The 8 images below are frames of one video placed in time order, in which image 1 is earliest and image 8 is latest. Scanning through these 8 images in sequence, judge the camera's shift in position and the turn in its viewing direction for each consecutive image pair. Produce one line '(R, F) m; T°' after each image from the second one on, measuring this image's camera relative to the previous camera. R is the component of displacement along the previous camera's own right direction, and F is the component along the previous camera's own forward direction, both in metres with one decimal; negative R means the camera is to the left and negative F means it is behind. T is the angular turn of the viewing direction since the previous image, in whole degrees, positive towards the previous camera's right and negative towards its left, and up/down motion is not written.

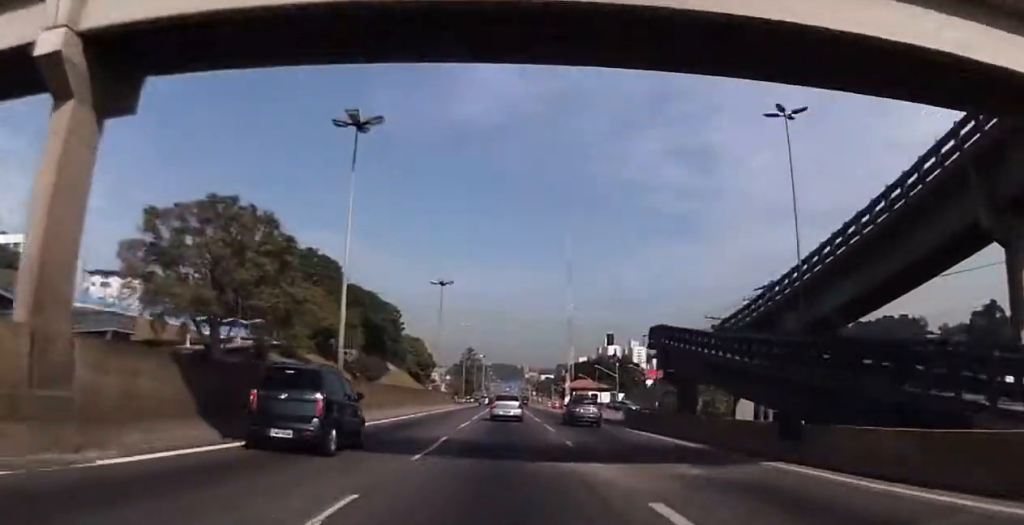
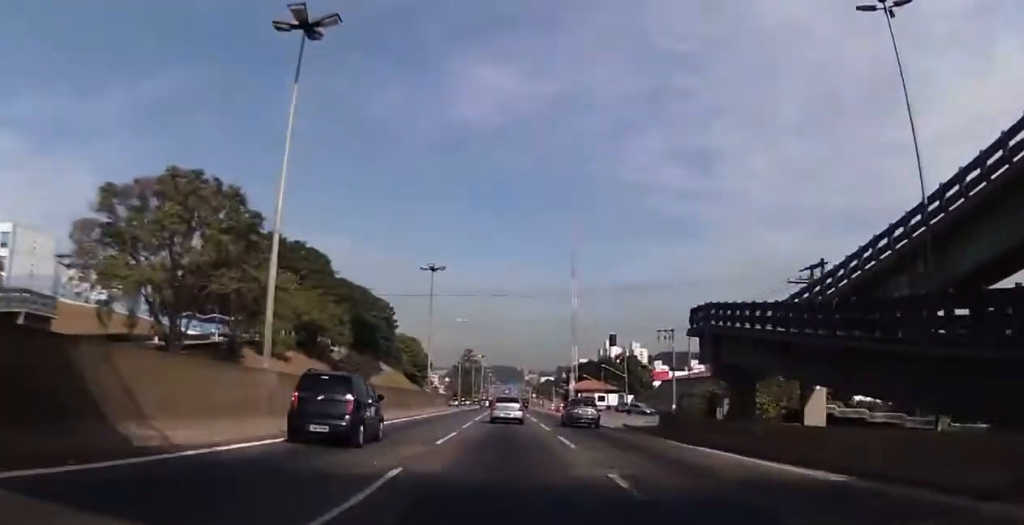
(0.0, +8.6) m; 0°
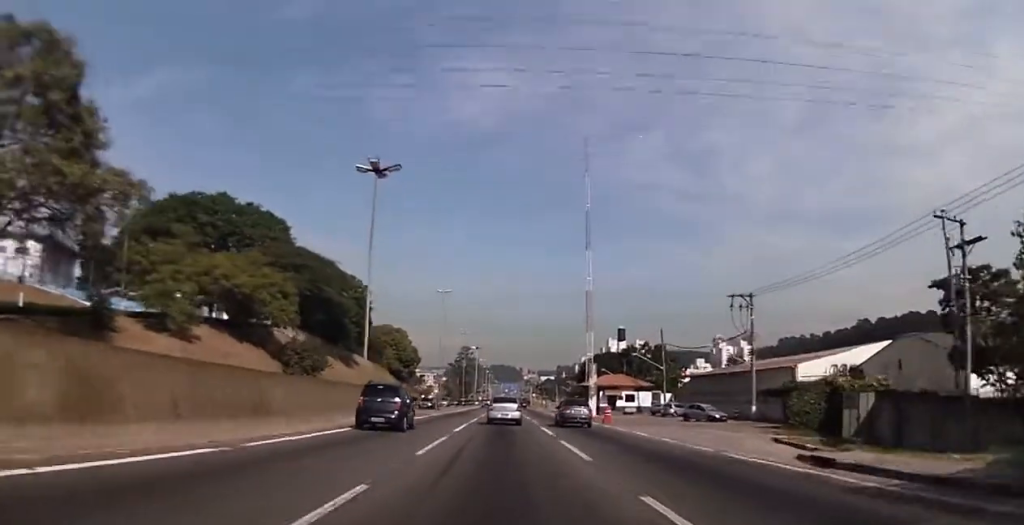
(-0.4, +26.1) m; -1°
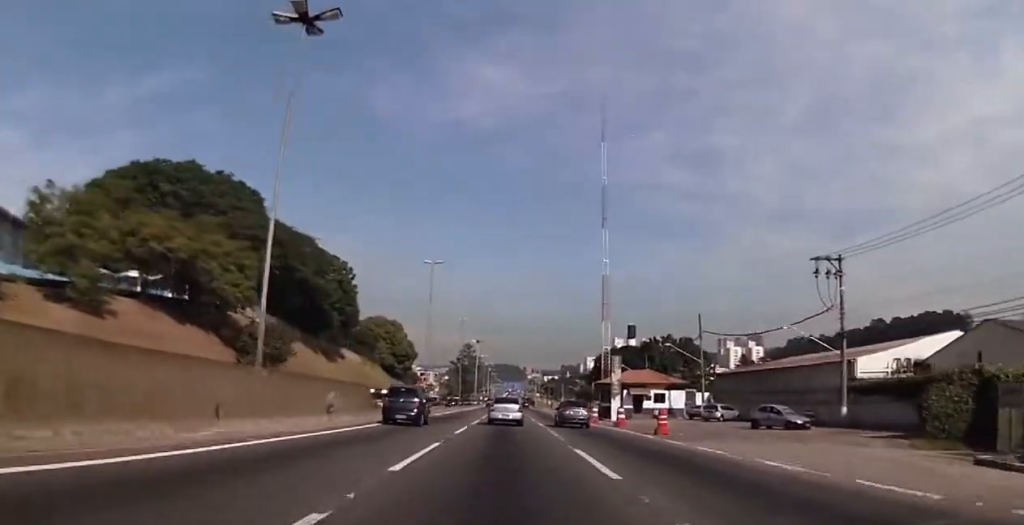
(0.0, +14.7) m; 0°
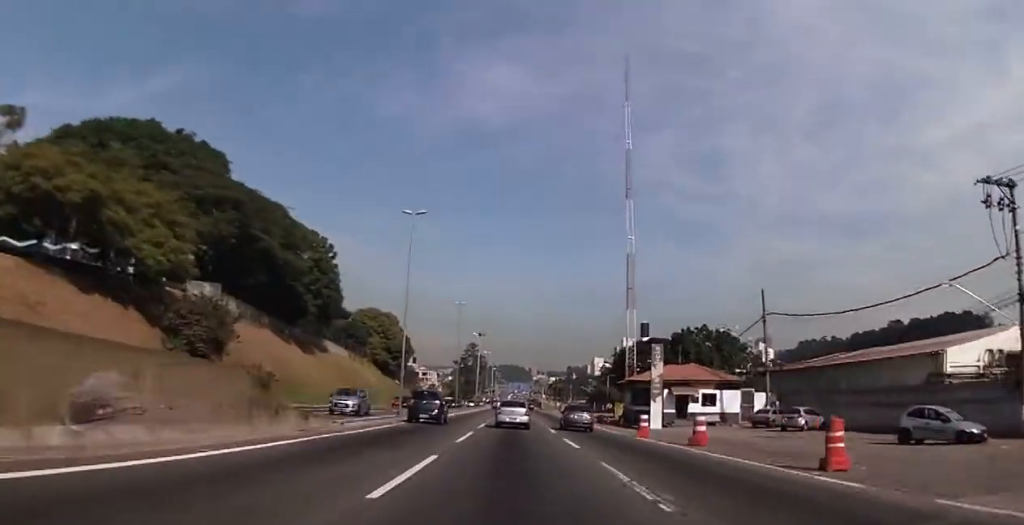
(0.0, +15.5) m; +2°
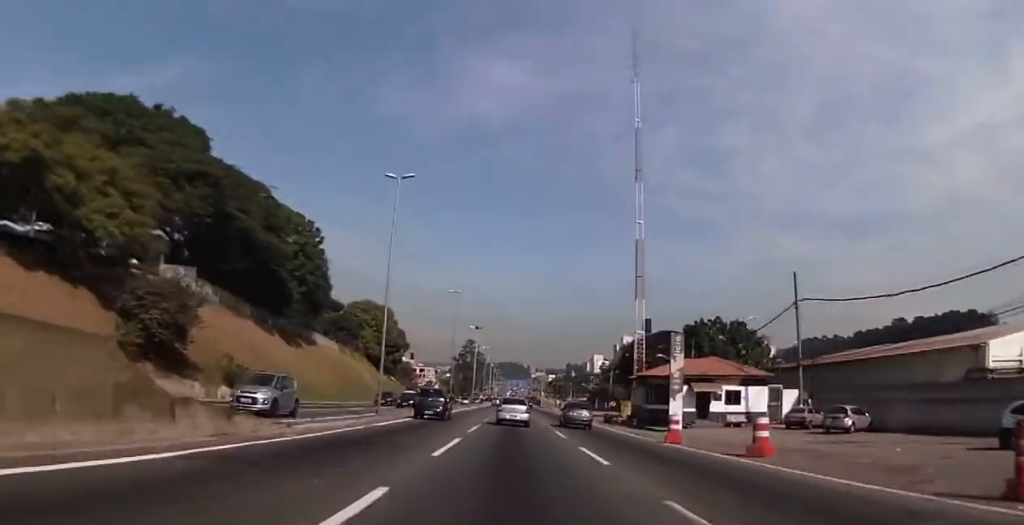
(+0.2, +6.2) m; 0°
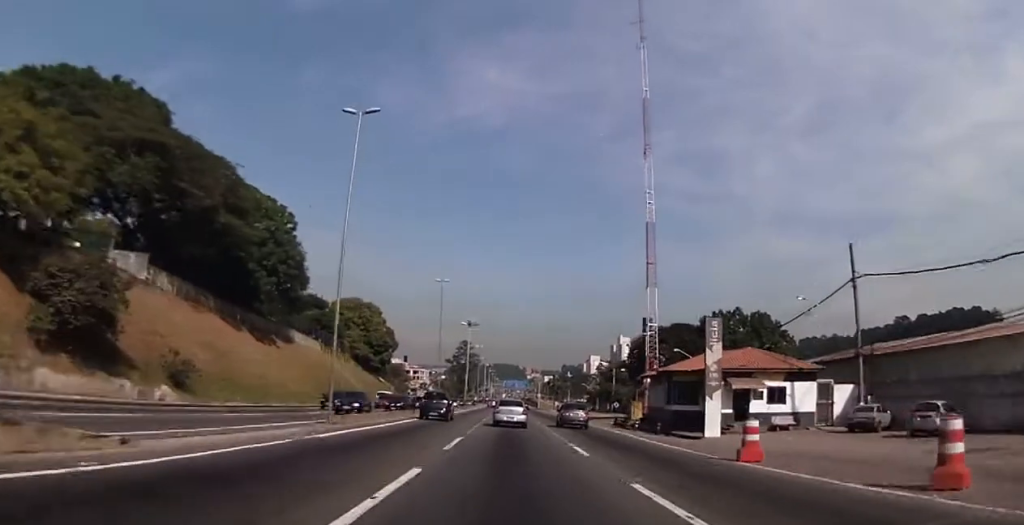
(+0.3, +8.7) m; -1°
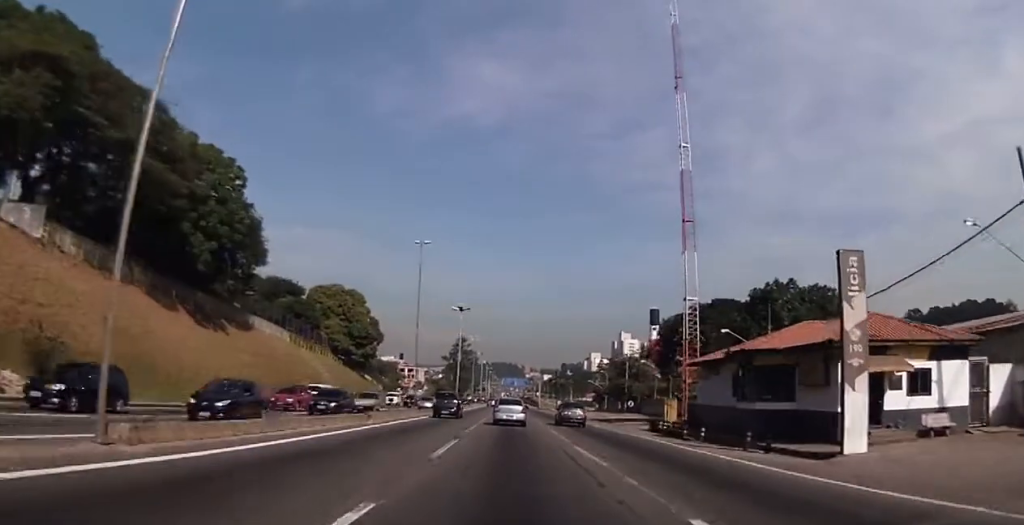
(-0.7, +14.9) m; 0°
